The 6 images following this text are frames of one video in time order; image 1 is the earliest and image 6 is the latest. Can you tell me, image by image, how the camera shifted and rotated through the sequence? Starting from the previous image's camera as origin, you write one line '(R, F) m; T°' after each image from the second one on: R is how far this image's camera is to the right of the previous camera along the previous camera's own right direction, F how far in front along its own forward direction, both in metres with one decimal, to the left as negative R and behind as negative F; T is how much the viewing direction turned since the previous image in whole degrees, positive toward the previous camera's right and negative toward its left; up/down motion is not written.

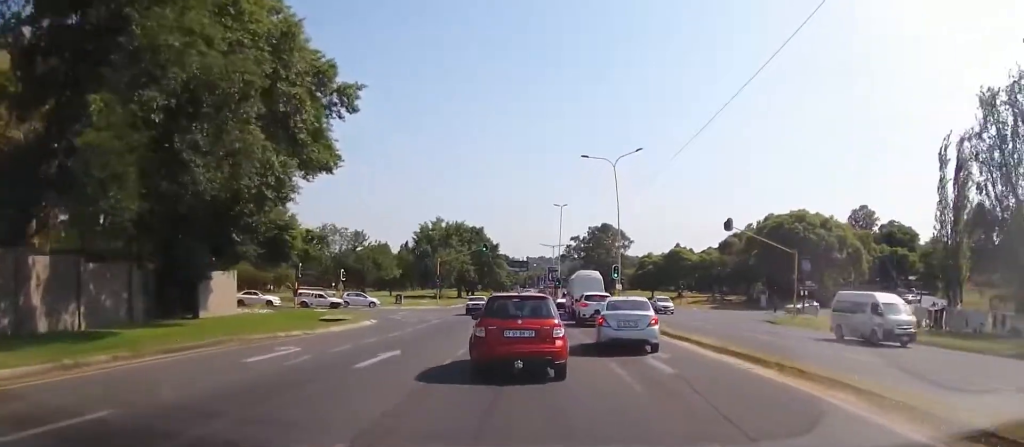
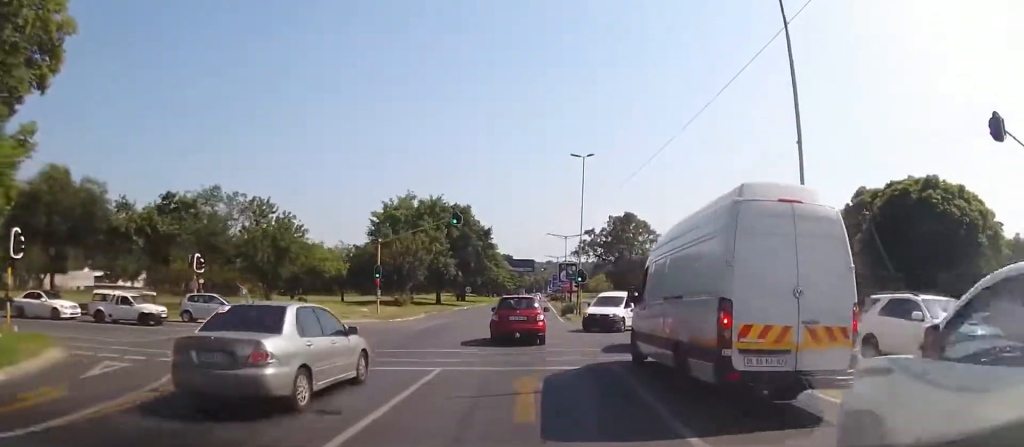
(-0.2, +26.0) m; -1°
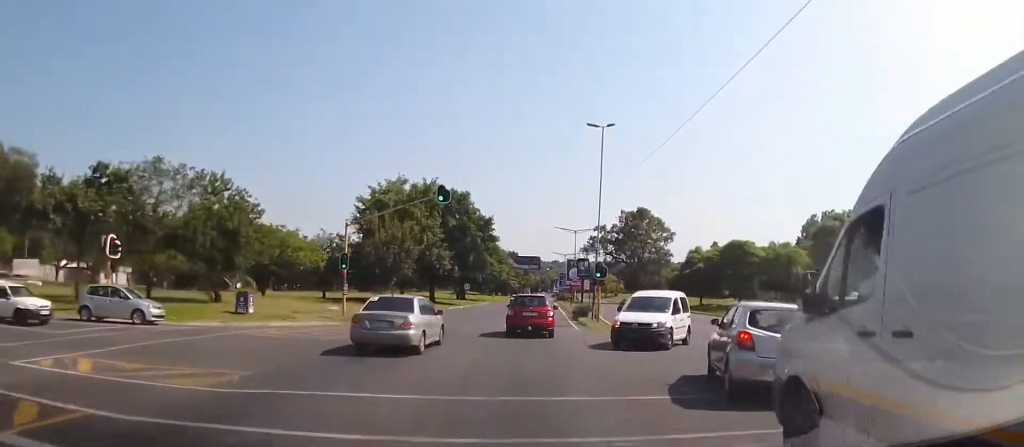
(0.0, +7.7) m; 0°
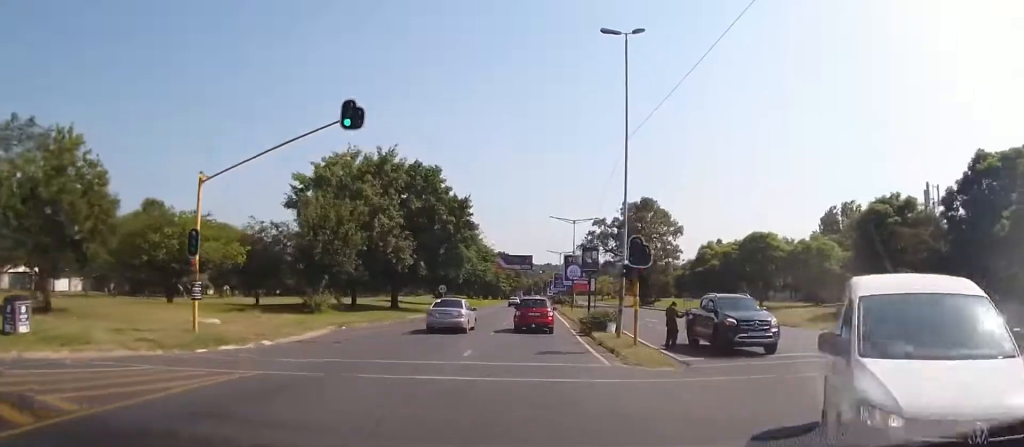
(+0.1, +13.2) m; +1°
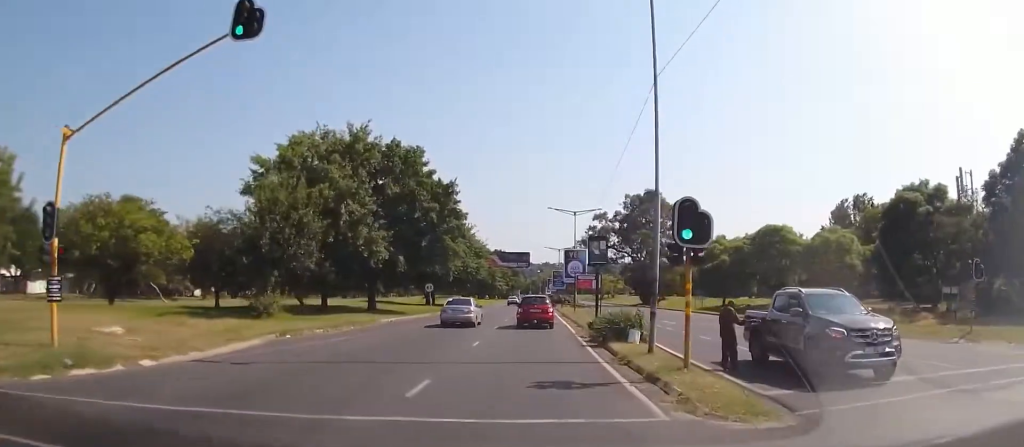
(0.0, +6.2) m; -1°
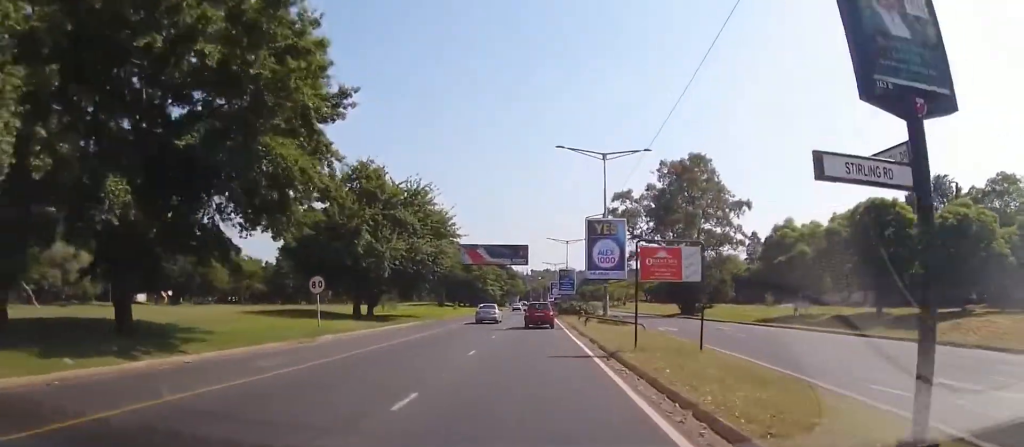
(-0.6, +27.0) m; -1°
